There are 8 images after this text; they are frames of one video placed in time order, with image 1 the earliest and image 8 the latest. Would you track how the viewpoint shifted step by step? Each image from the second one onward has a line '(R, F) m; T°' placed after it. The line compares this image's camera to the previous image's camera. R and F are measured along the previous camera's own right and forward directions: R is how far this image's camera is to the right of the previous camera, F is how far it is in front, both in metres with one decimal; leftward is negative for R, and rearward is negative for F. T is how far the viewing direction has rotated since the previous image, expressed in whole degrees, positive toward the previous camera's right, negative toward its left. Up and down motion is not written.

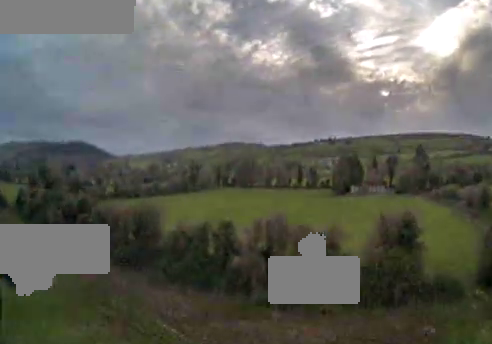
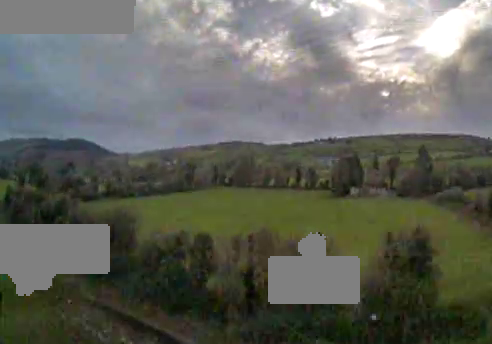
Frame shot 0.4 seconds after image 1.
(0.0, +5.3) m; -1°
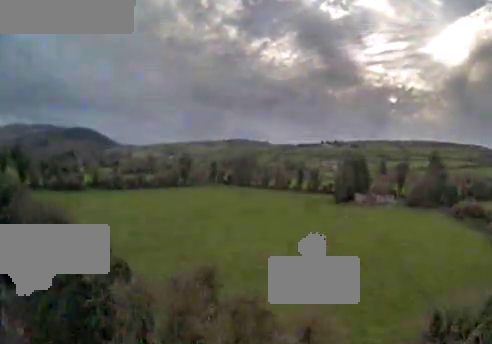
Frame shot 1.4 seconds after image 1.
(-0.3, +11.9) m; -3°
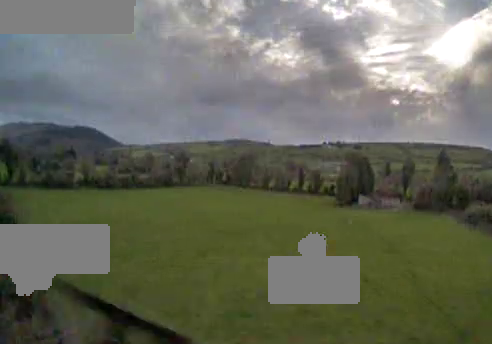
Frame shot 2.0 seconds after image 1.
(-0.2, +7.5) m; -2°
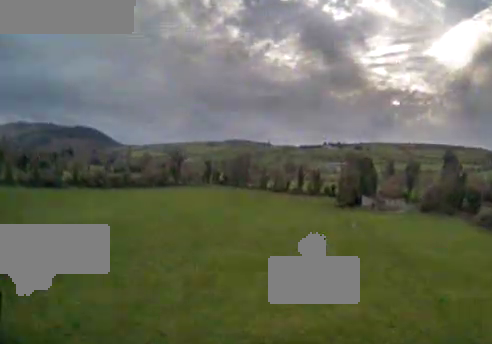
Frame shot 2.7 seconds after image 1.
(-0.1, +7.7) m; -2°
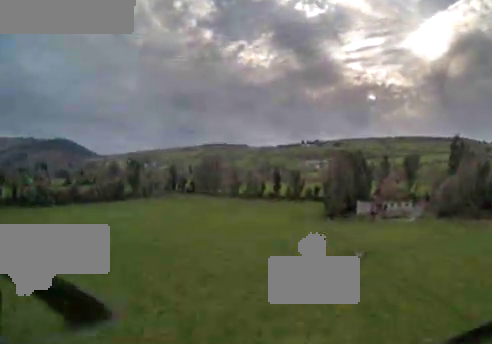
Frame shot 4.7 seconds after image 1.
(-0.5, +25.0) m; +3°
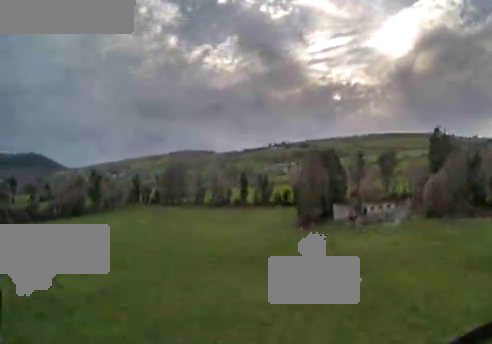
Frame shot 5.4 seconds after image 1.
(0.0, +8.7) m; +6°
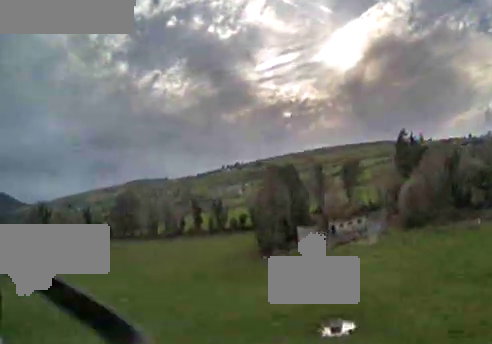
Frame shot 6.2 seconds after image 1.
(+1.0, +8.1) m; +6°
